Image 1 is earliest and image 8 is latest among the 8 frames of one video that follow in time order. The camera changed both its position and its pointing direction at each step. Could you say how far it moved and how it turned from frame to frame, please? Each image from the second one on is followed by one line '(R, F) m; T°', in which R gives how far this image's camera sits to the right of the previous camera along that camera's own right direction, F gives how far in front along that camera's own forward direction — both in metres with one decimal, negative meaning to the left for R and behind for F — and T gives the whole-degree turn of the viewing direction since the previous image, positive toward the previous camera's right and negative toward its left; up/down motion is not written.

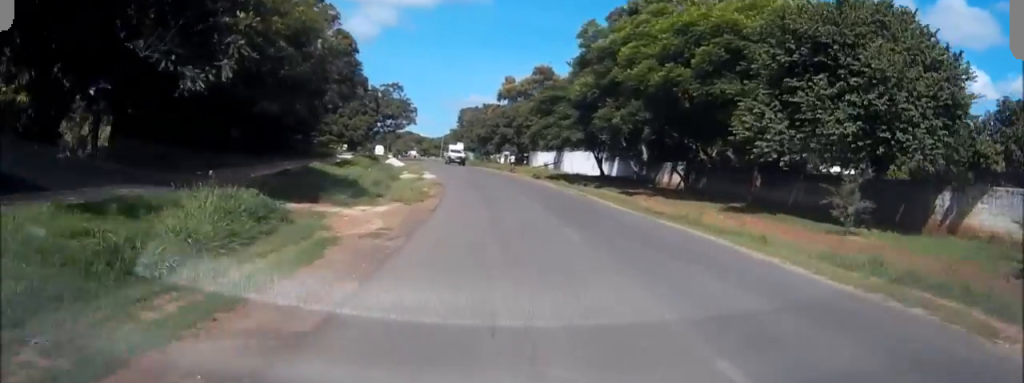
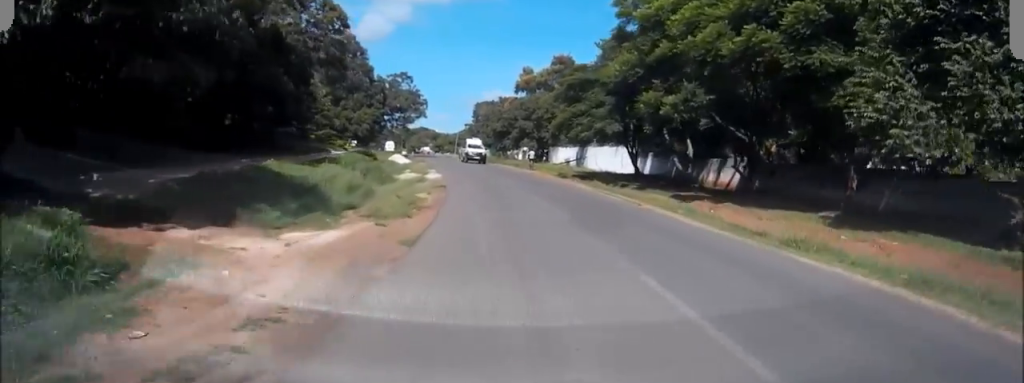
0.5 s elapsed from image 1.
(-0.1, +8.7) m; -1°
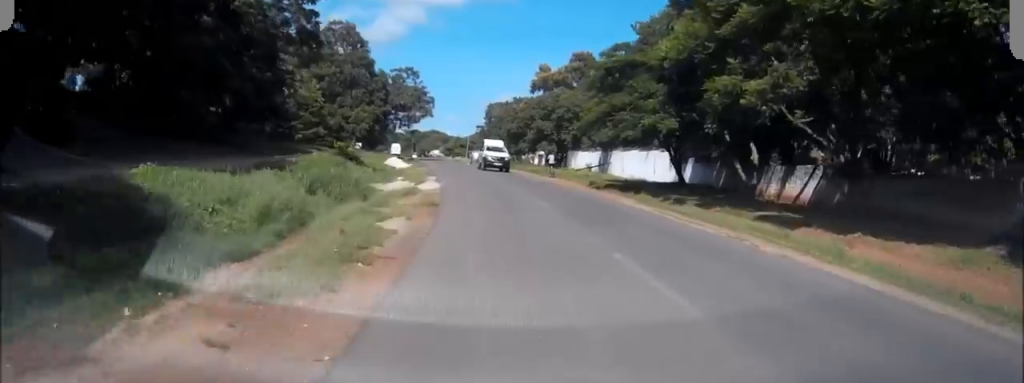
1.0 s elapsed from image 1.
(0.0, +9.9) m; -1°
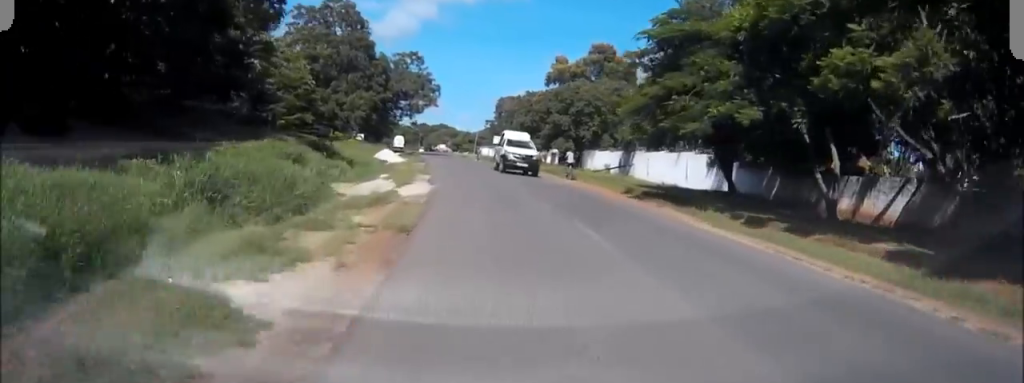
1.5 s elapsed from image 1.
(-0.1, +8.6) m; -1°
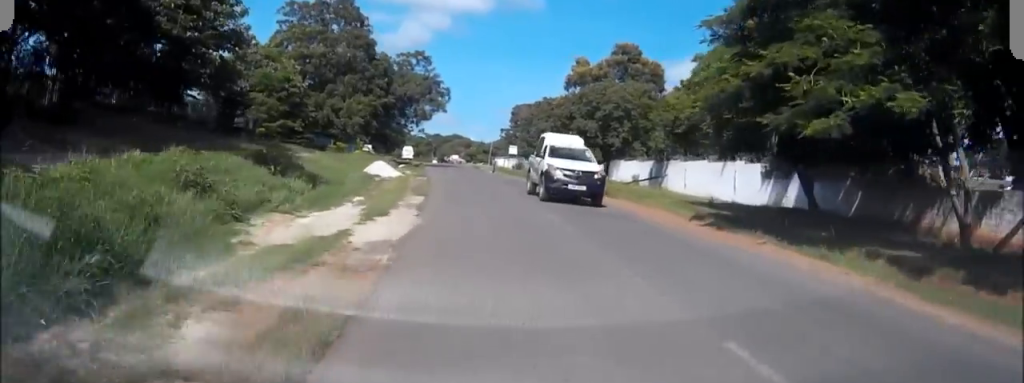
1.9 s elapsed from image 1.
(0.0, +8.6) m; -1°
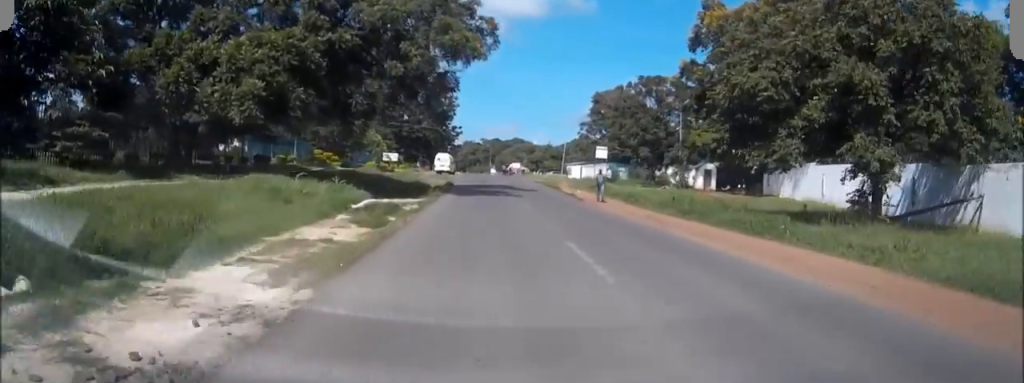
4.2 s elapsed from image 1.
(-1.6, +40.5) m; -5°
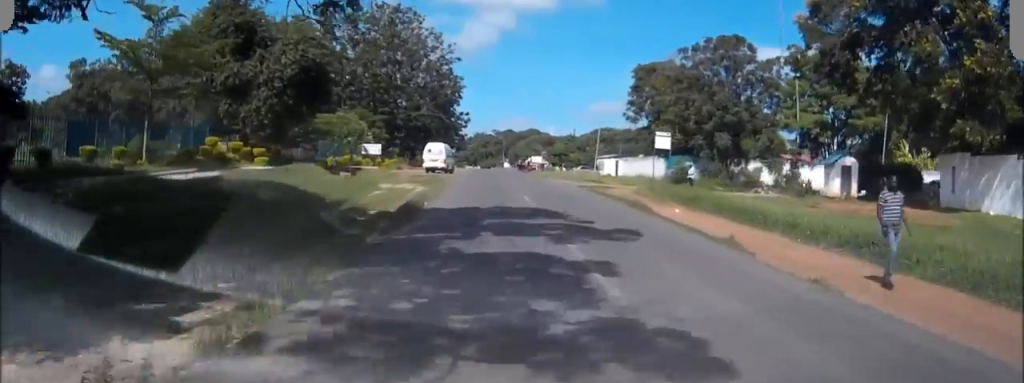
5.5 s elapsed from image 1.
(-0.5, +24.7) m; -2°
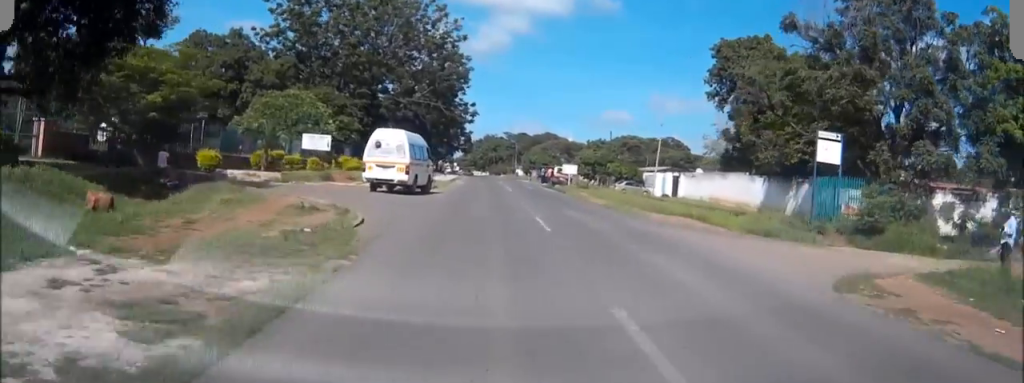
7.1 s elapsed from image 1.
(-0.4, +27.9) m; -1°
